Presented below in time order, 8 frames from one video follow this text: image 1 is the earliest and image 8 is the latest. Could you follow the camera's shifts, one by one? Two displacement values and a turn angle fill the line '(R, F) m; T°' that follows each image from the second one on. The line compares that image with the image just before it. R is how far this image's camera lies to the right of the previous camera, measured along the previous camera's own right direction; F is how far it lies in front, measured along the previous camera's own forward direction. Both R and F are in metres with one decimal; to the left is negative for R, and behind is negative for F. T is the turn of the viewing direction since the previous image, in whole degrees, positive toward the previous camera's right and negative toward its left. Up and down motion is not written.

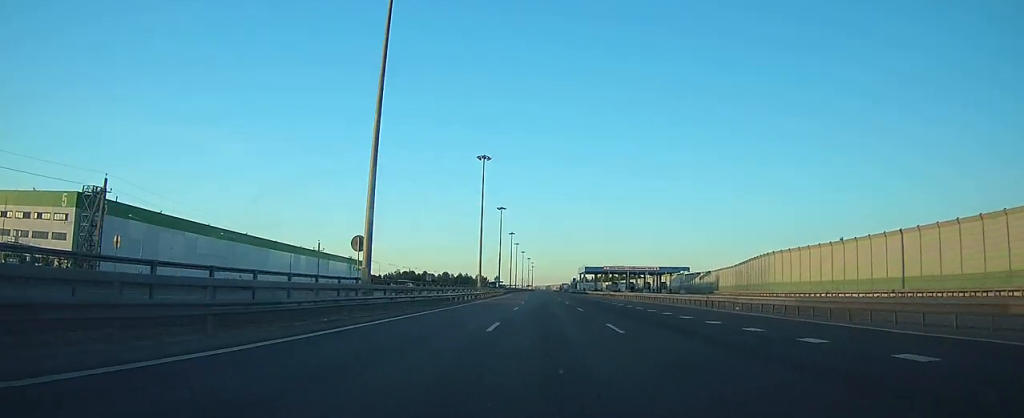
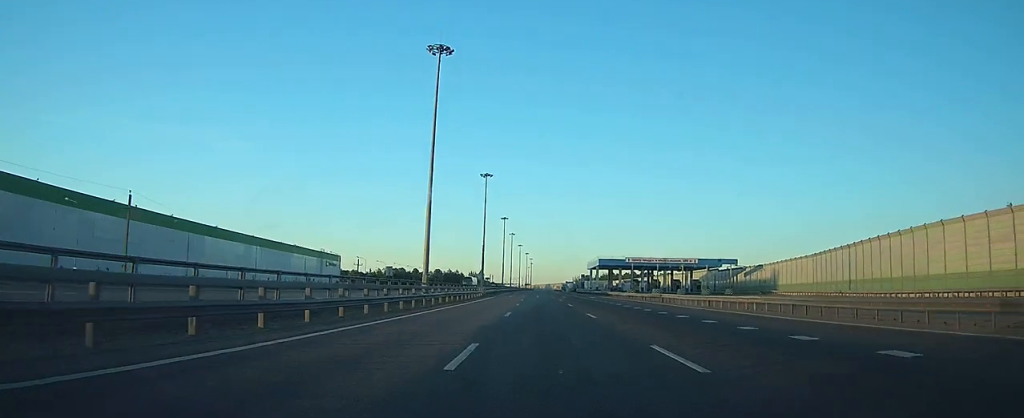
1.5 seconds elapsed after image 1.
(0.0, +39.5) m; 0°
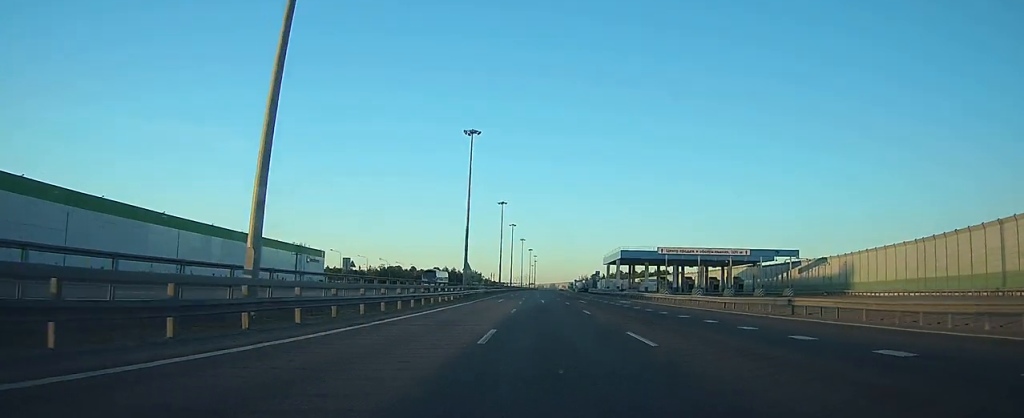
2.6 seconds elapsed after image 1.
(0.0, +27.6) m; 0°
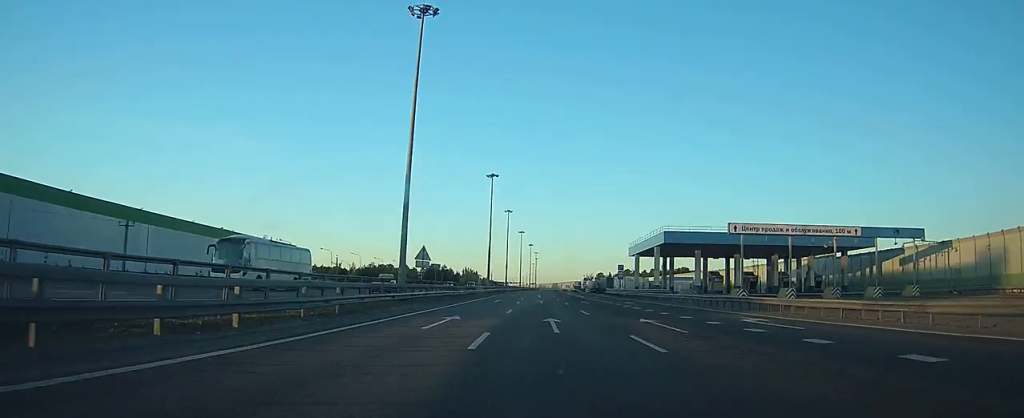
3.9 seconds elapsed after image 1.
(-0.2, +33.0) m; -1°
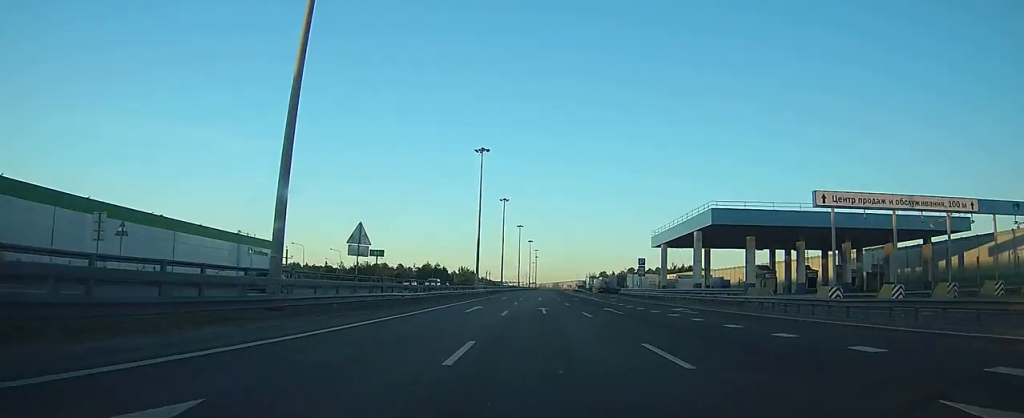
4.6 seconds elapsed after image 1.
(-0.2, +18.3) m; 0°
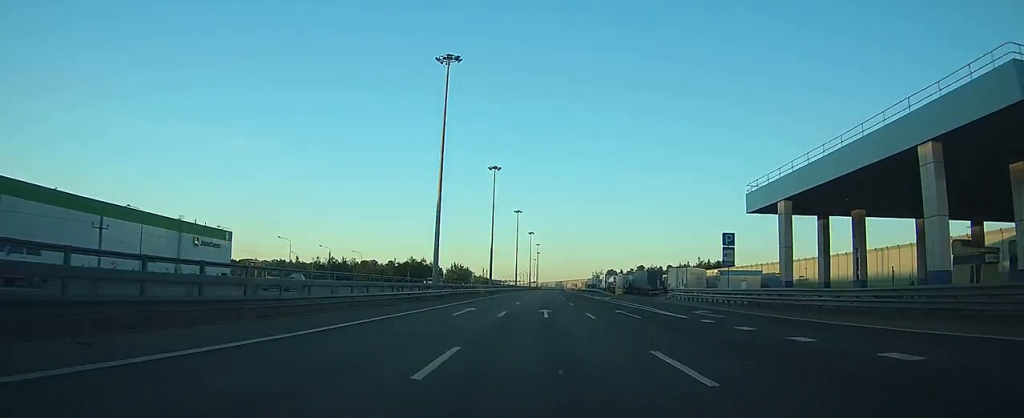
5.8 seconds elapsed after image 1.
(0.0, +33.4) m; 0°
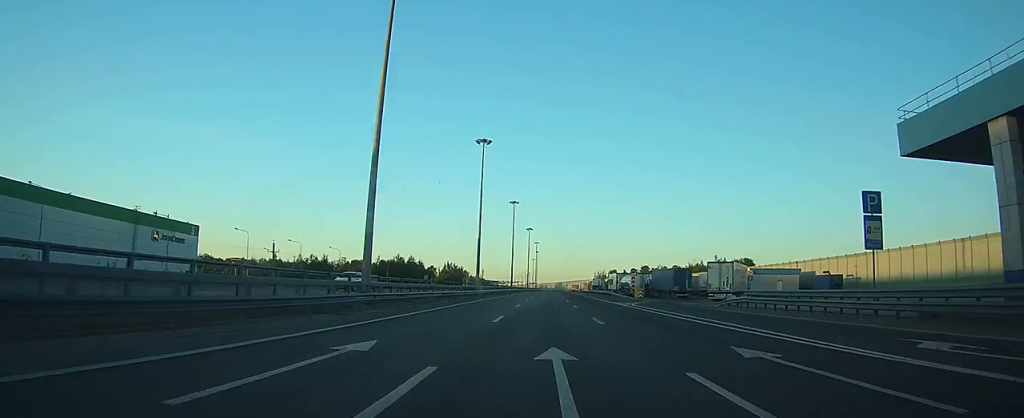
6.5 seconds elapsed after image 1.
(-0.1, +18.6) m; 0°
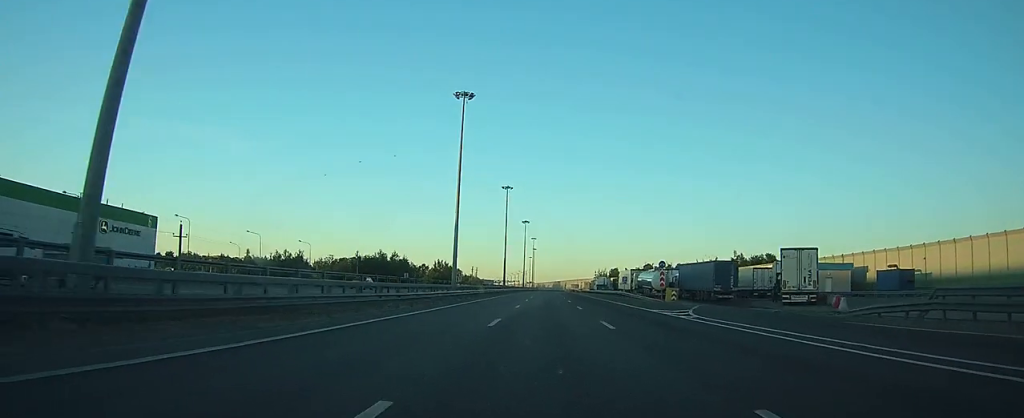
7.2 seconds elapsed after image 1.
(+0.1, +18.6) m; 0°
